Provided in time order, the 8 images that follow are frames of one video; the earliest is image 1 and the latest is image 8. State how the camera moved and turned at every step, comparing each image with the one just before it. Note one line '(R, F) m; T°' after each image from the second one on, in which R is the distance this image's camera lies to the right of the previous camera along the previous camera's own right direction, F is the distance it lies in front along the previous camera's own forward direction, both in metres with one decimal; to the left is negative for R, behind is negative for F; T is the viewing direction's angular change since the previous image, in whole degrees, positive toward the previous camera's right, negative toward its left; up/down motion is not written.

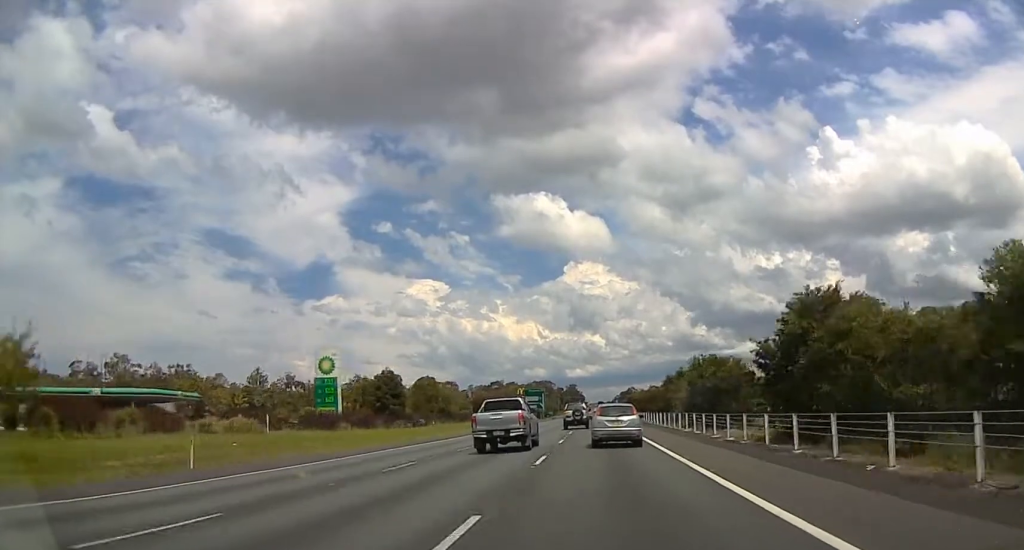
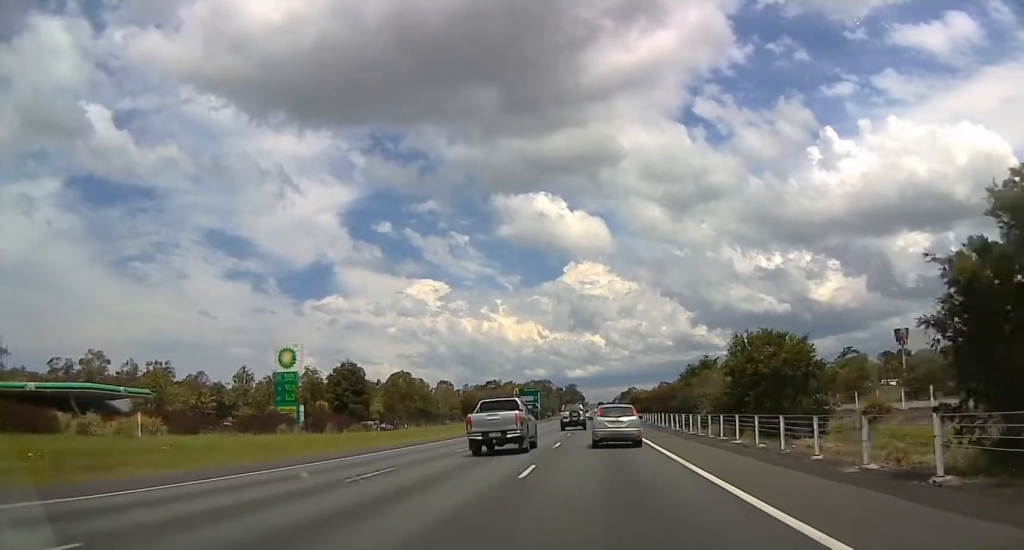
(+0.5, +16.2) m; 0°
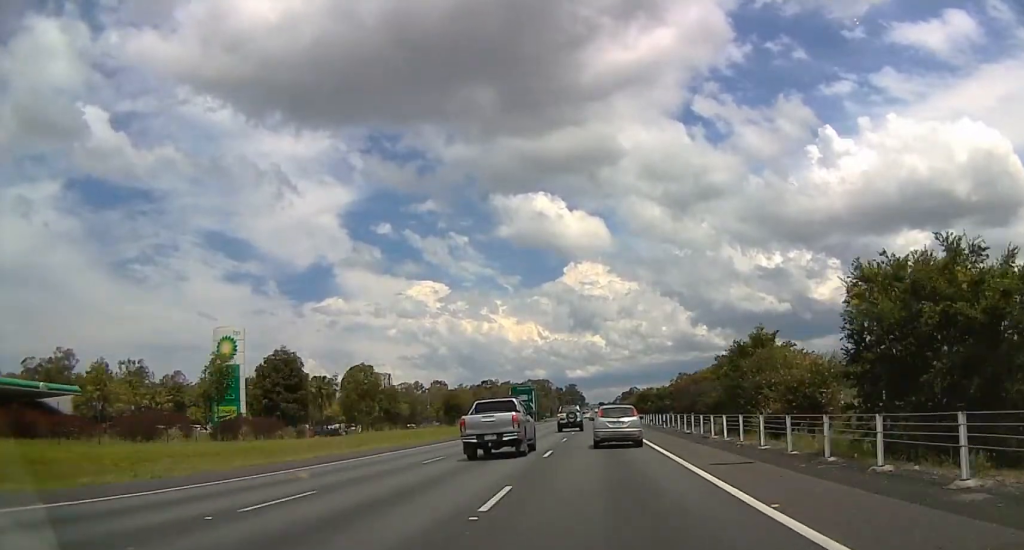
(+0.4, +18.2) m; 0°
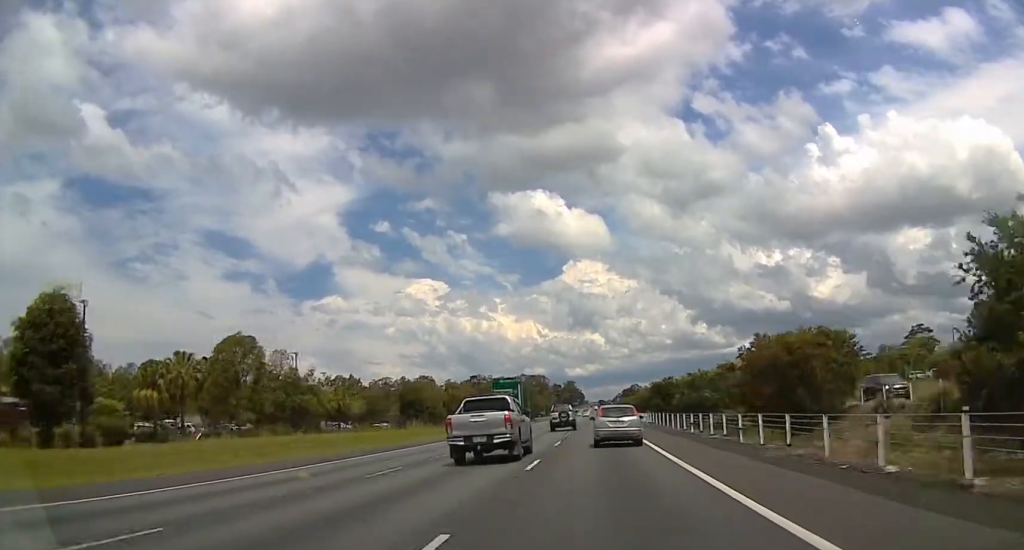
(-1.0, +29.9) m; 0°
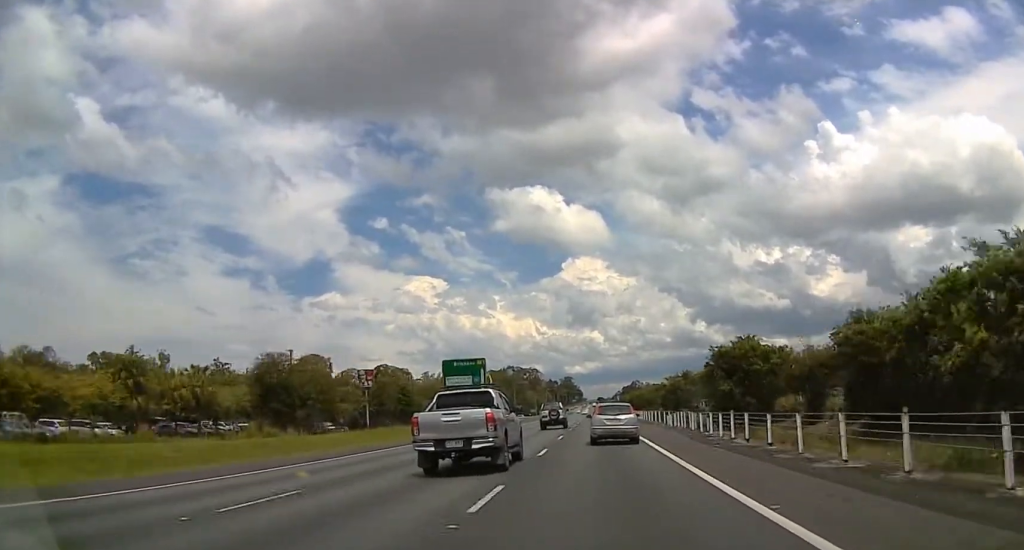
(+1.8, +42.8) m; +1°
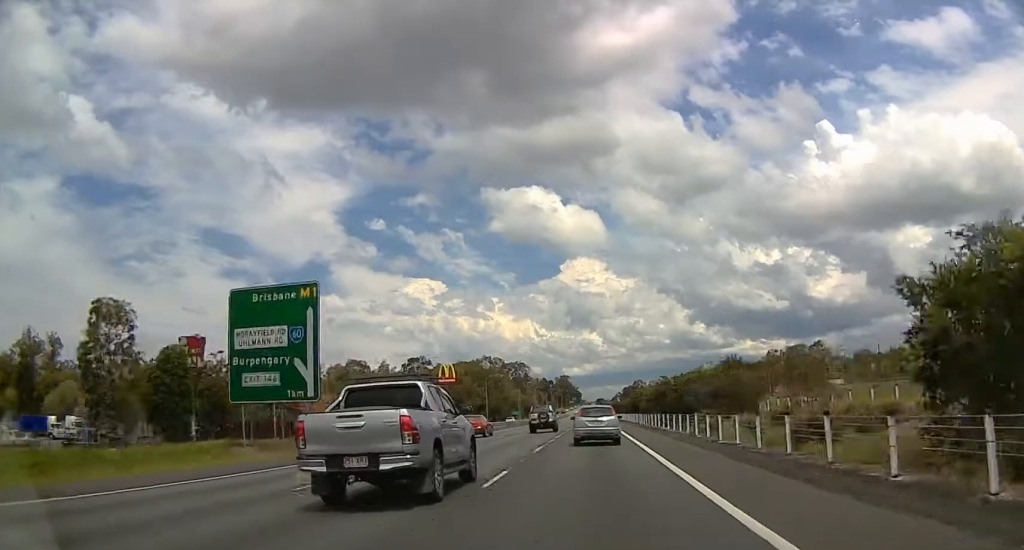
(-1.5, +56.1) m; -1°
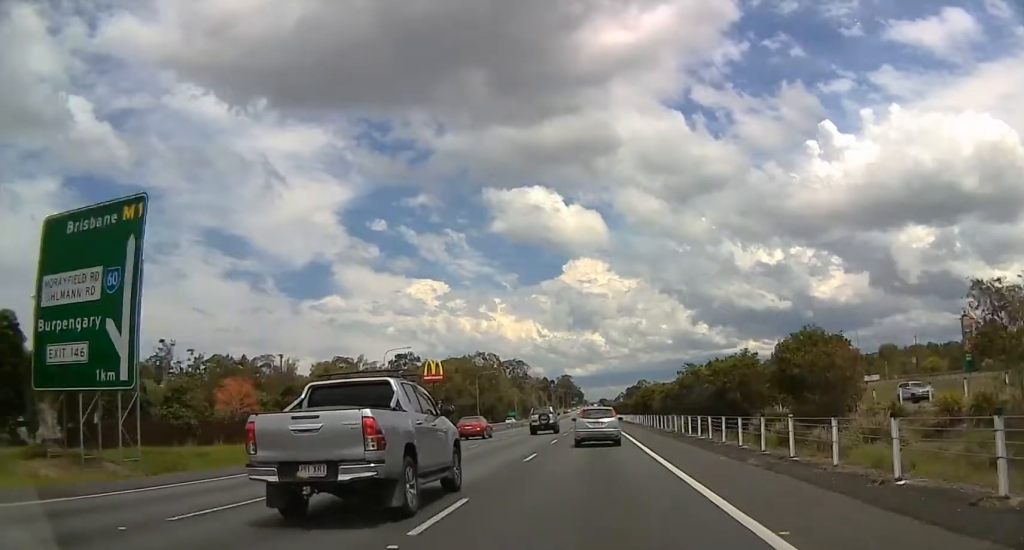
(+0.7, +16.5) m; 0°
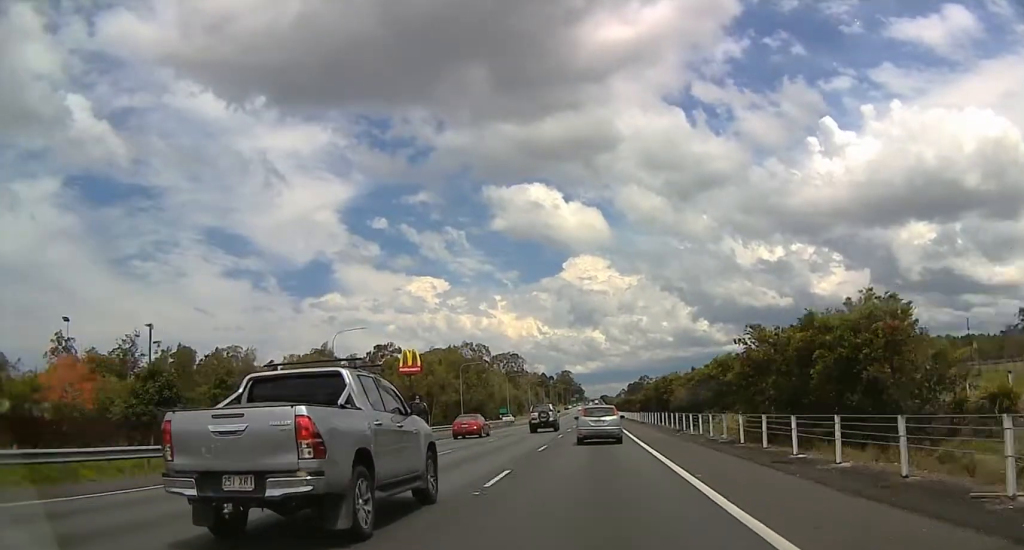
(-0.4, +19.6) m; 0°
